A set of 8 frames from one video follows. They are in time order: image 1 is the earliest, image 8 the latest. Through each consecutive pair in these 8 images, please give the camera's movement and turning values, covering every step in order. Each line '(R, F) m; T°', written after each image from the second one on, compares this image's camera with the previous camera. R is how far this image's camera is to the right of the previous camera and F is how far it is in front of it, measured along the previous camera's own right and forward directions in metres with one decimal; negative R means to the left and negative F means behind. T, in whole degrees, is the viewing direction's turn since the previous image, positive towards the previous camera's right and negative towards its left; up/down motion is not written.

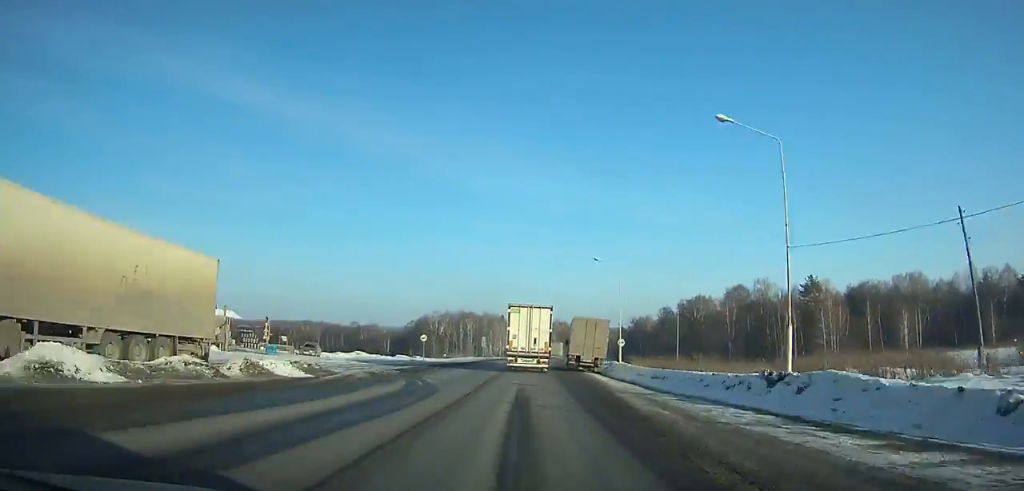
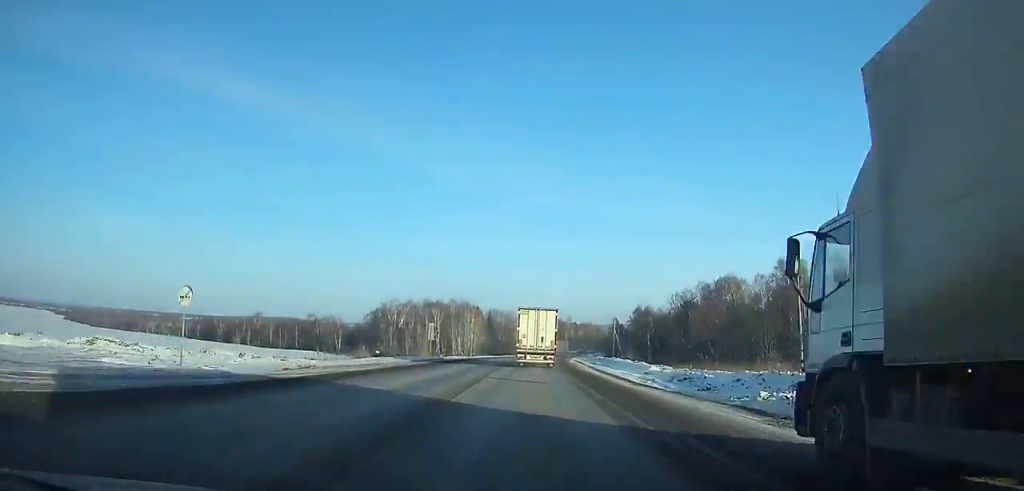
(+0.4, +47.0) m; +2°
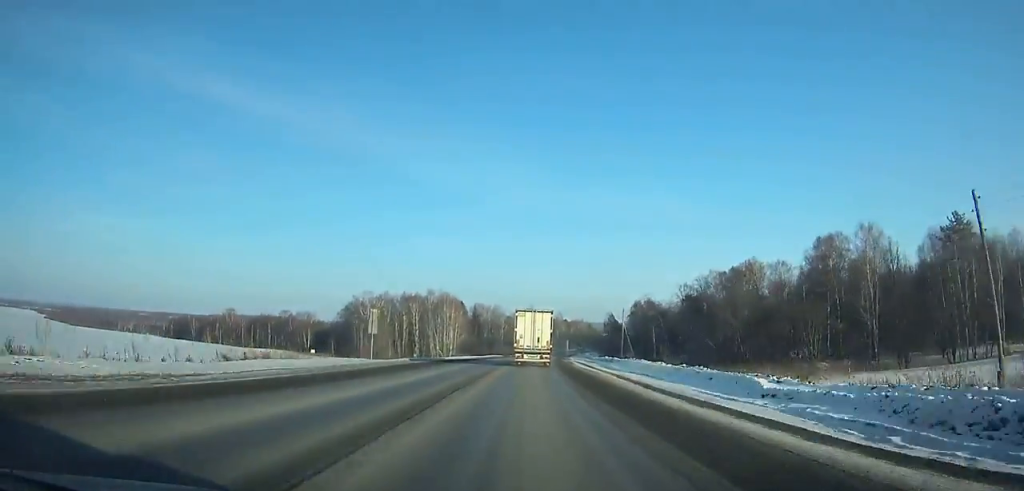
(+0.1, +23.4) m; +1°
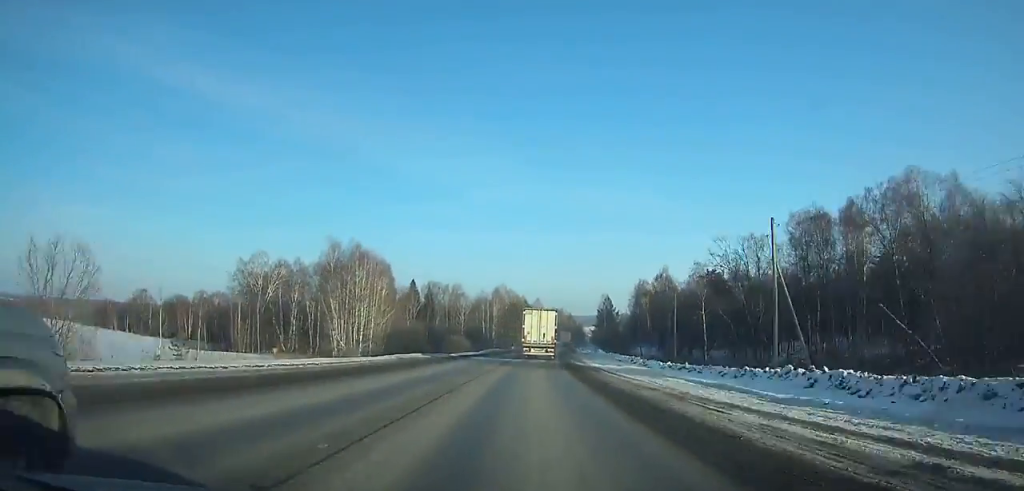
(+1.4, +64.4) m; +3°
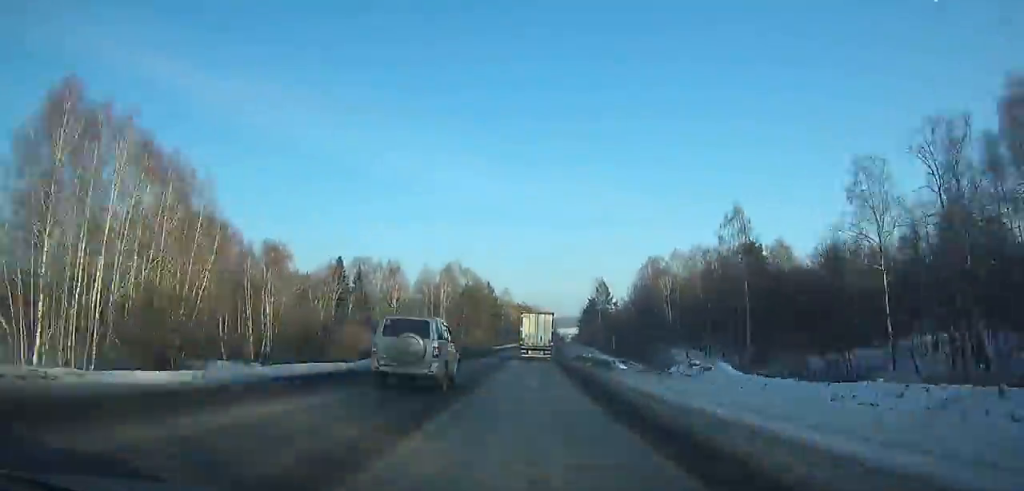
(+1.6, +55.4) m; +3°
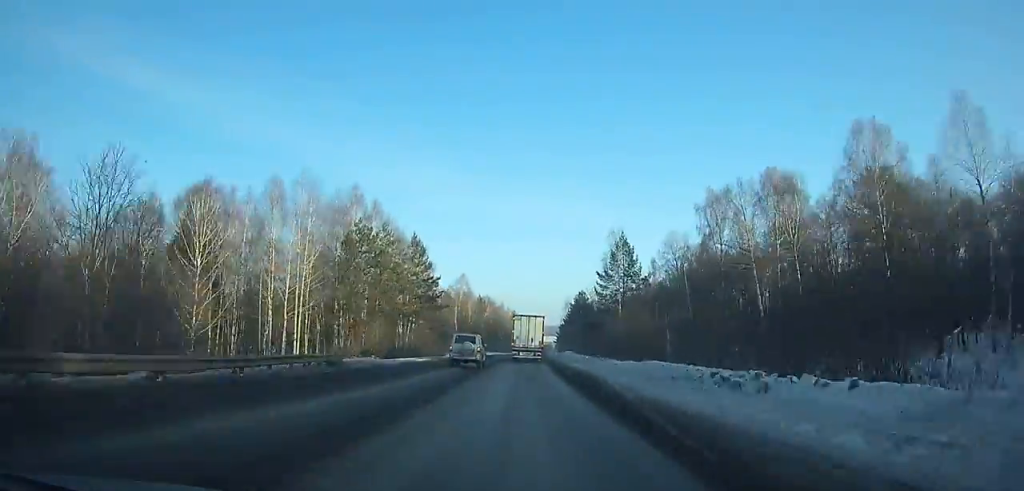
(+2.0, +63.6) m; +3°
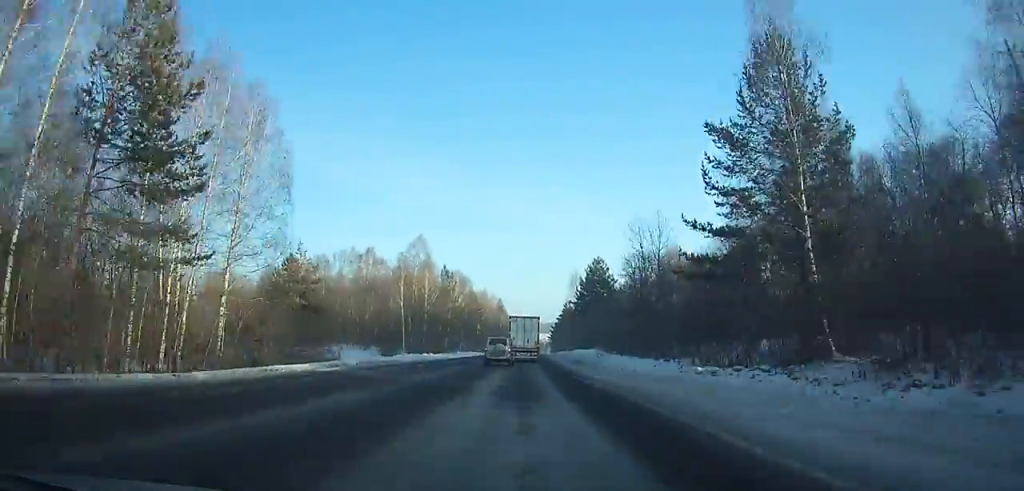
(+0.5, +55.2) m; +1°
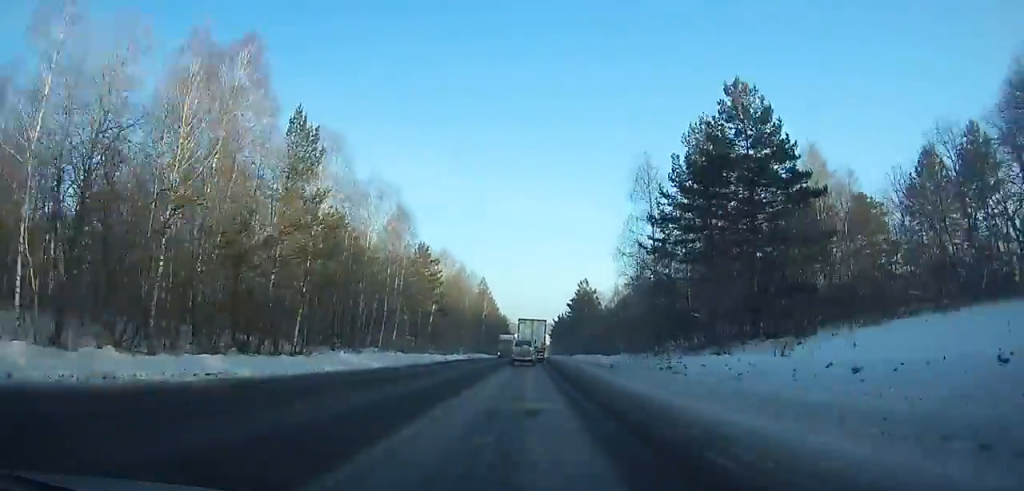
(+0.5, +74.0) m; +1°
